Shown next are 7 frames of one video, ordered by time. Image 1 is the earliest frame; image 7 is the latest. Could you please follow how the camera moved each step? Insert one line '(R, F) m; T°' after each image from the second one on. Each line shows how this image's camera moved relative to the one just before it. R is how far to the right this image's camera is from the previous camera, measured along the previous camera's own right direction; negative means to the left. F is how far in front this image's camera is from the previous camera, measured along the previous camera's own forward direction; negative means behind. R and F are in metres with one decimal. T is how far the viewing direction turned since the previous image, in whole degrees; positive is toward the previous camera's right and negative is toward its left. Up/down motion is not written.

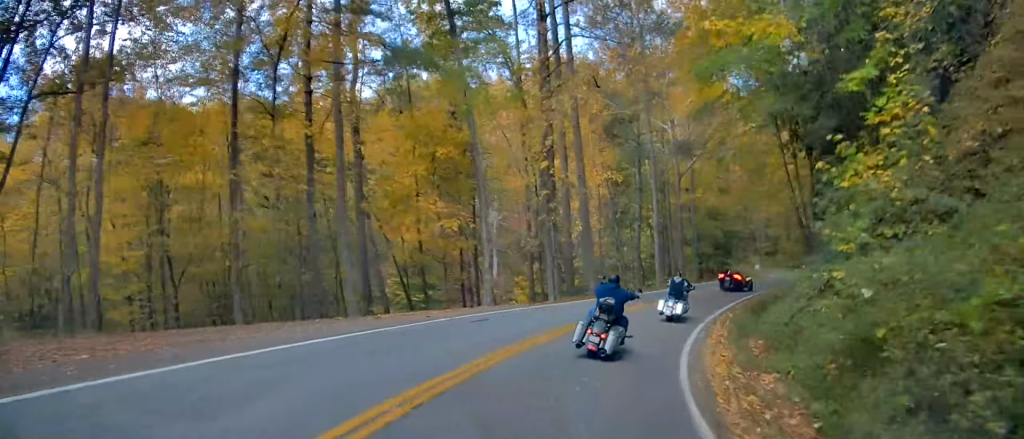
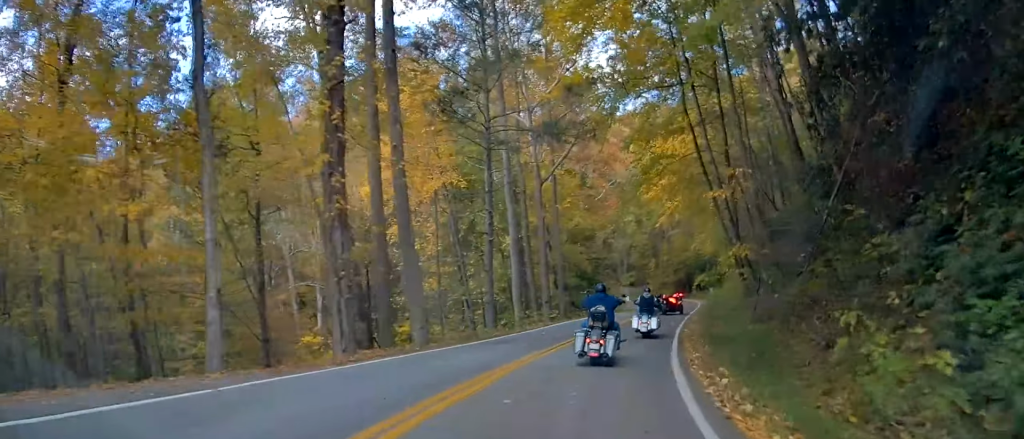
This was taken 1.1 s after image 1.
(+1.0, +13.7) m; +11°
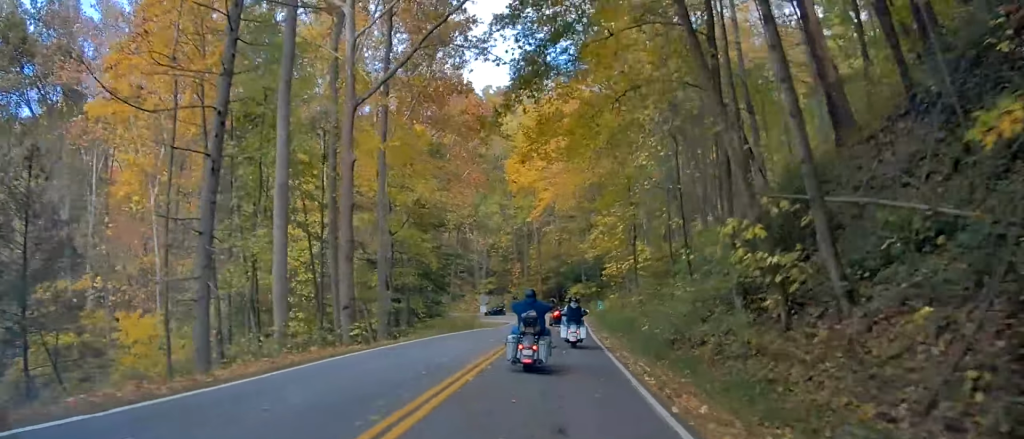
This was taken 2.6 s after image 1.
(+2.1, +18.7) m; +9°
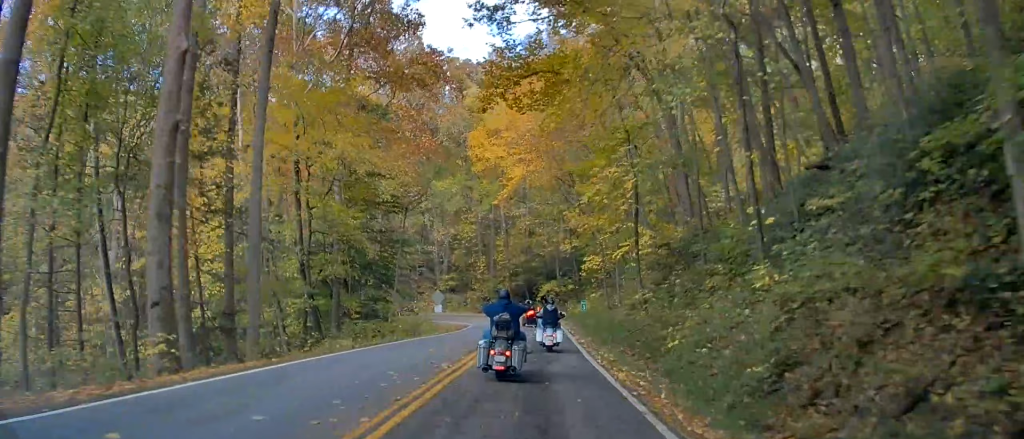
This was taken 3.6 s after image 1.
(0.0, +11.7) m; +3°
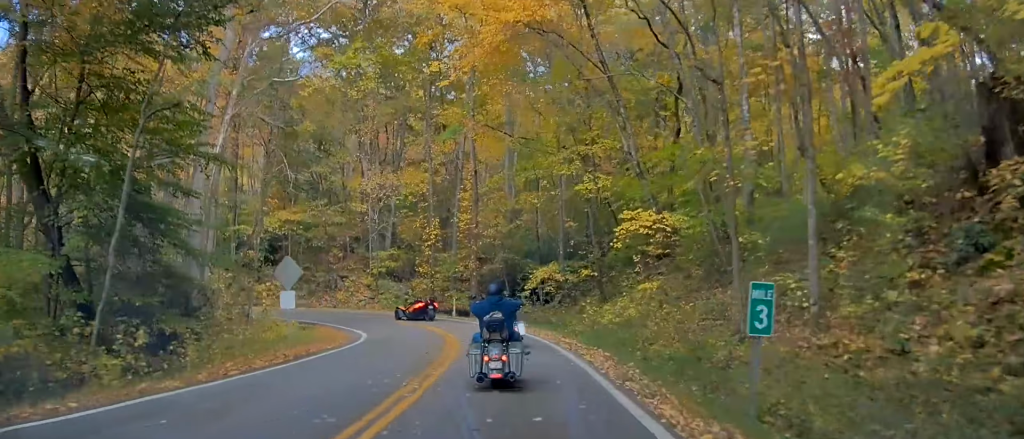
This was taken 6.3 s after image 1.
(+3.4, +32.6) m; +9°
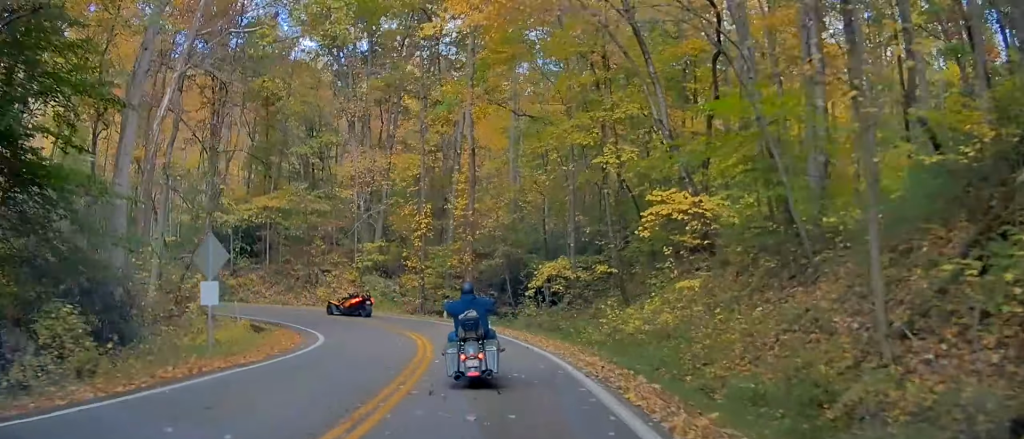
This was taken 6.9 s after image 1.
(+0.1, +6.6) m; 0°
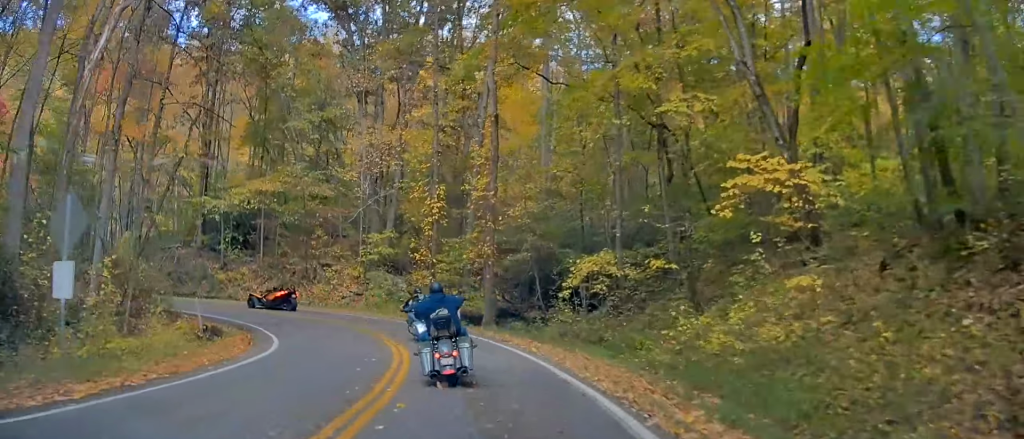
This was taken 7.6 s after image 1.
(+0.2, +7.5) m; -2°
